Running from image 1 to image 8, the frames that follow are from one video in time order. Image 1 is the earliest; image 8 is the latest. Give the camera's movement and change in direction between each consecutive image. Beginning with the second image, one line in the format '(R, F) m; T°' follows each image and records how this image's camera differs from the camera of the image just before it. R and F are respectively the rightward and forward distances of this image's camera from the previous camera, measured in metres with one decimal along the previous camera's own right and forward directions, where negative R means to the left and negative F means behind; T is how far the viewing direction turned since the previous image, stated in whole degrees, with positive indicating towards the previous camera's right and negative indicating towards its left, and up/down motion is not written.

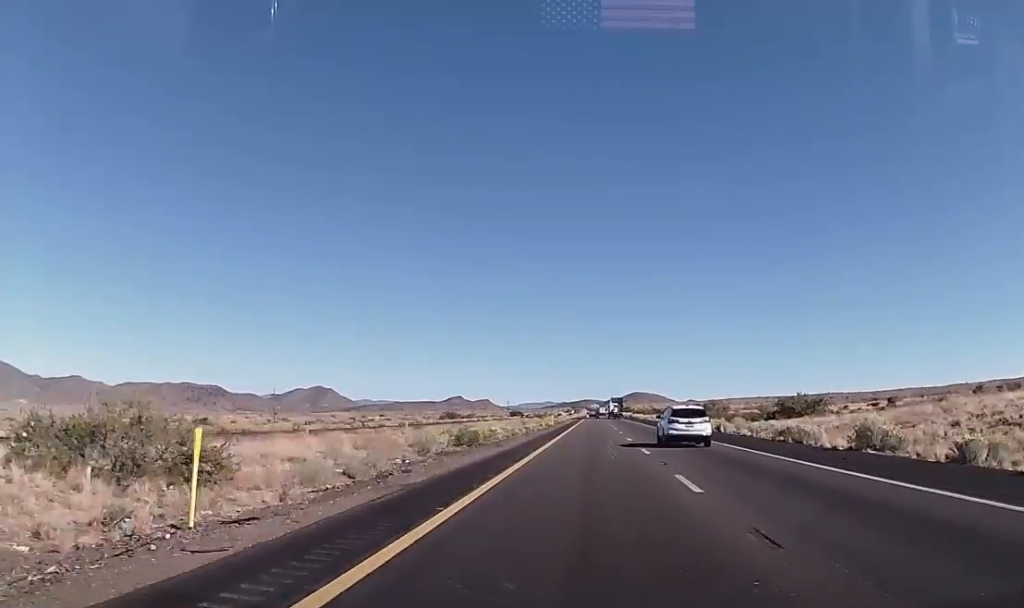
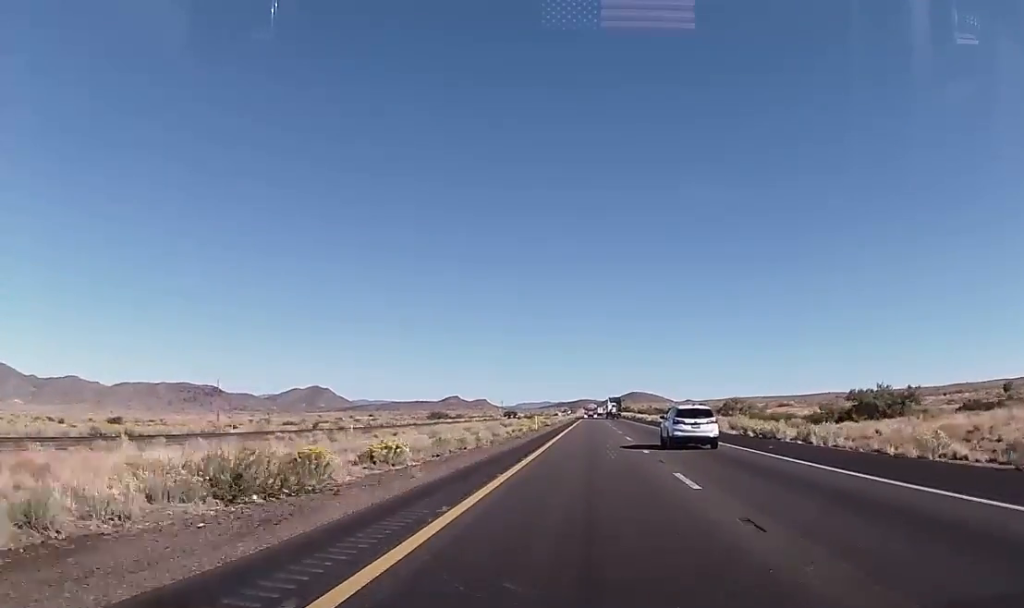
(0.0, +23.9) m; 0°
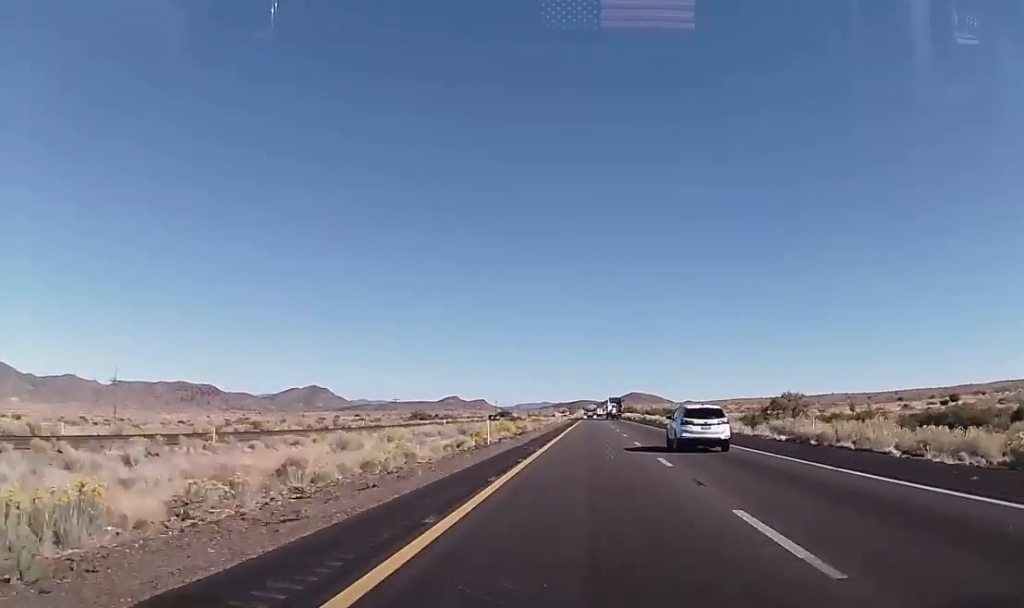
(0.0, +31.5) m; 0°
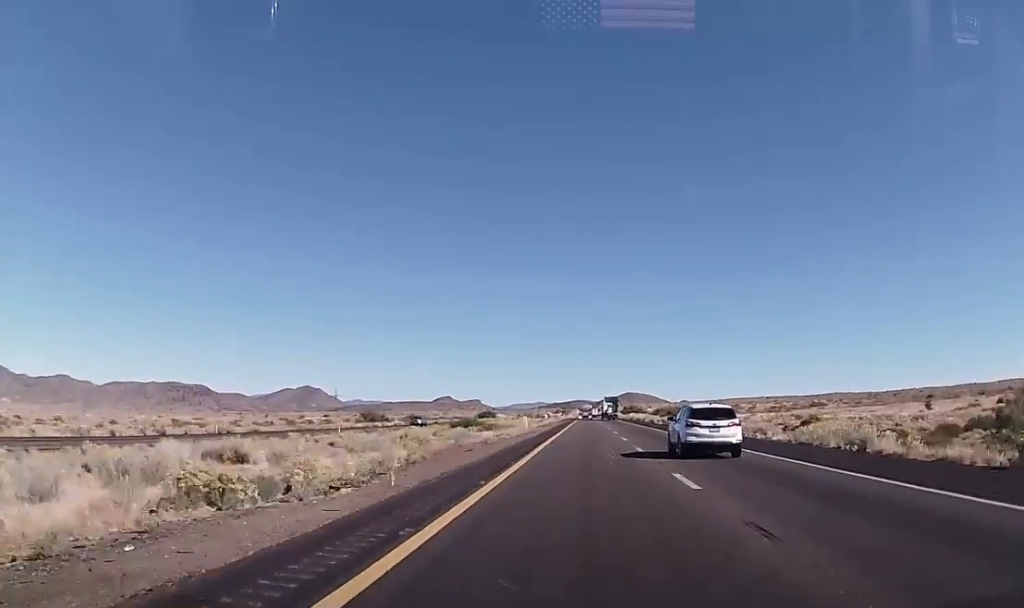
(0.0, +55.3) m; 0°
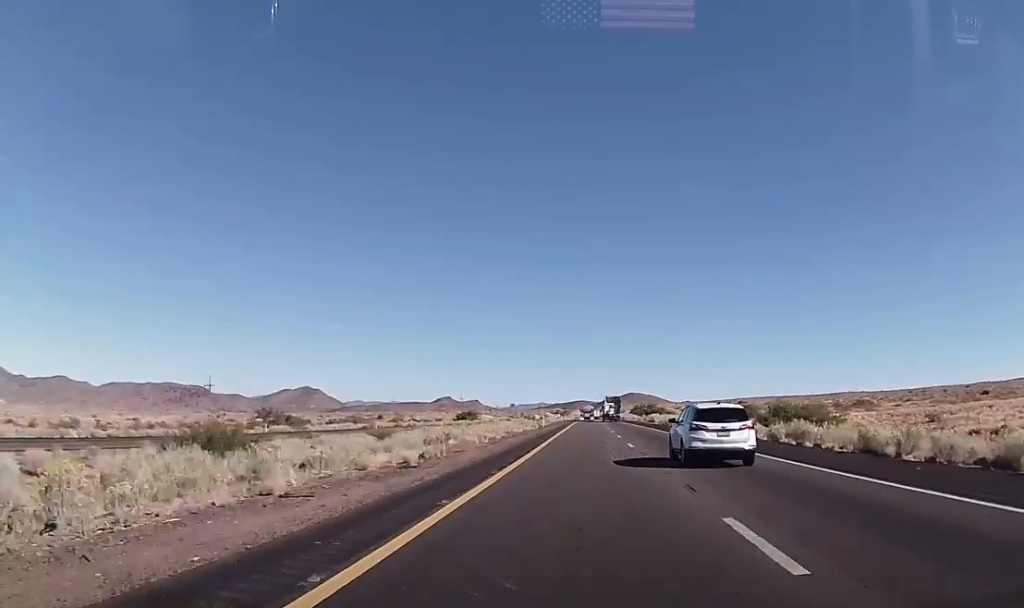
(0.0, +69.1) m; 0°
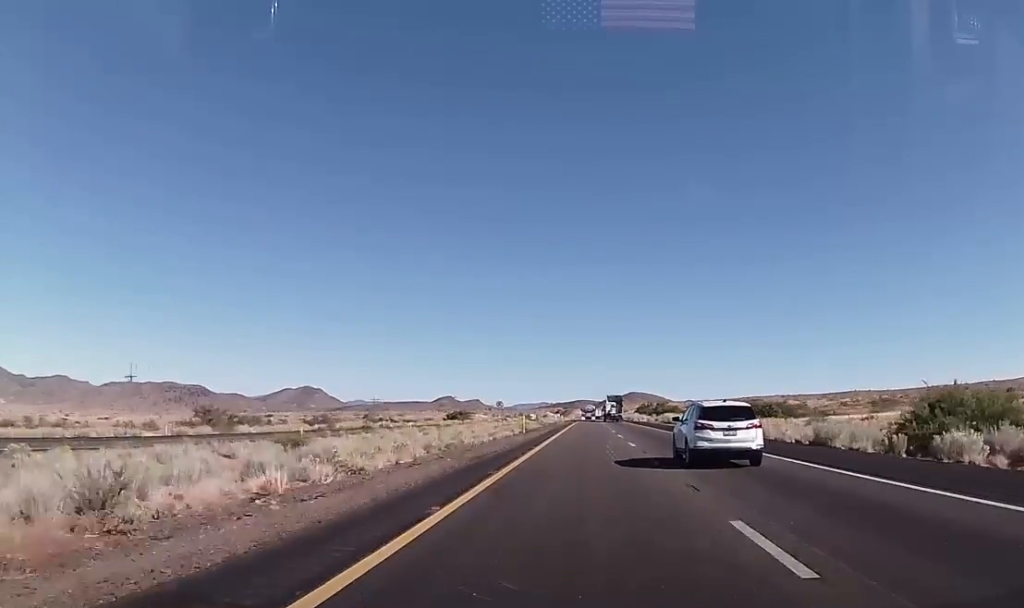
(0.0, +25.2) m; 0°
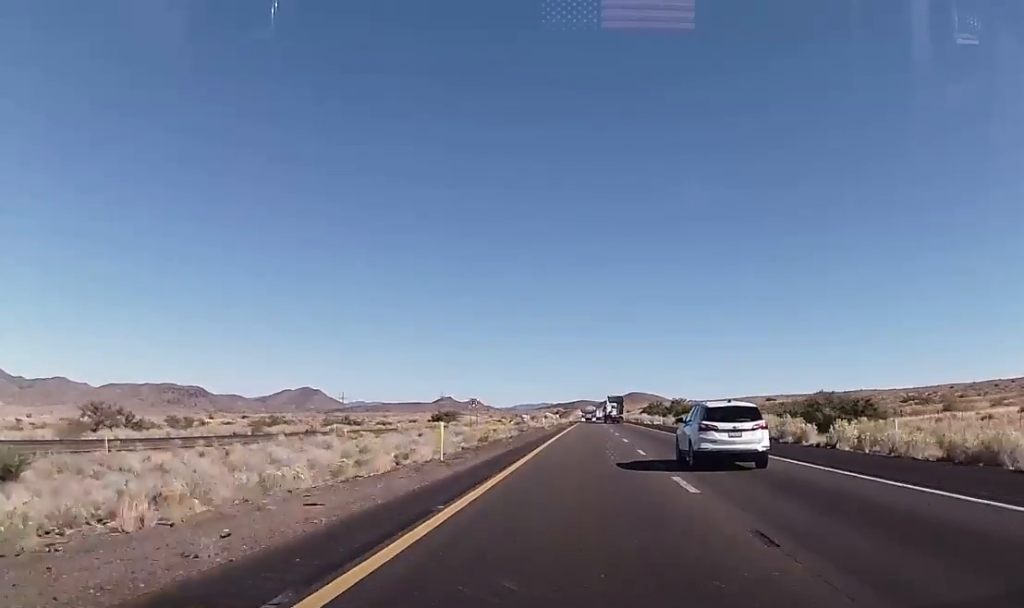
(0.0, +30.1) m; 0°
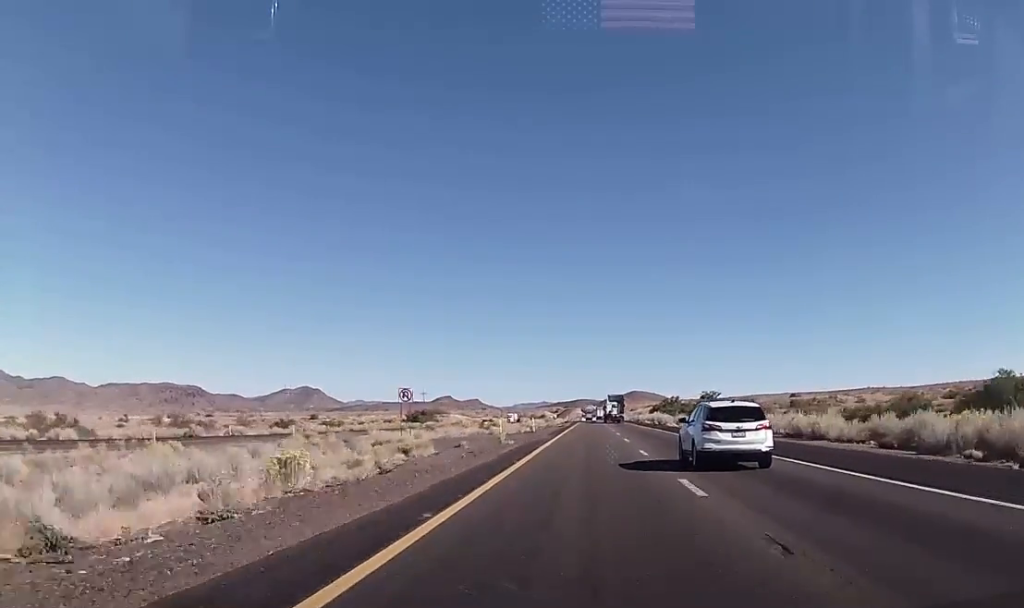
(0.0, +37.5) m; 0°
